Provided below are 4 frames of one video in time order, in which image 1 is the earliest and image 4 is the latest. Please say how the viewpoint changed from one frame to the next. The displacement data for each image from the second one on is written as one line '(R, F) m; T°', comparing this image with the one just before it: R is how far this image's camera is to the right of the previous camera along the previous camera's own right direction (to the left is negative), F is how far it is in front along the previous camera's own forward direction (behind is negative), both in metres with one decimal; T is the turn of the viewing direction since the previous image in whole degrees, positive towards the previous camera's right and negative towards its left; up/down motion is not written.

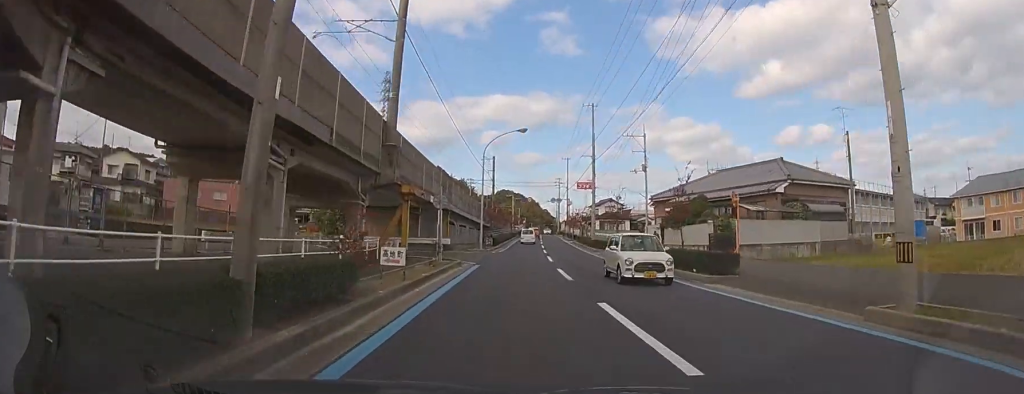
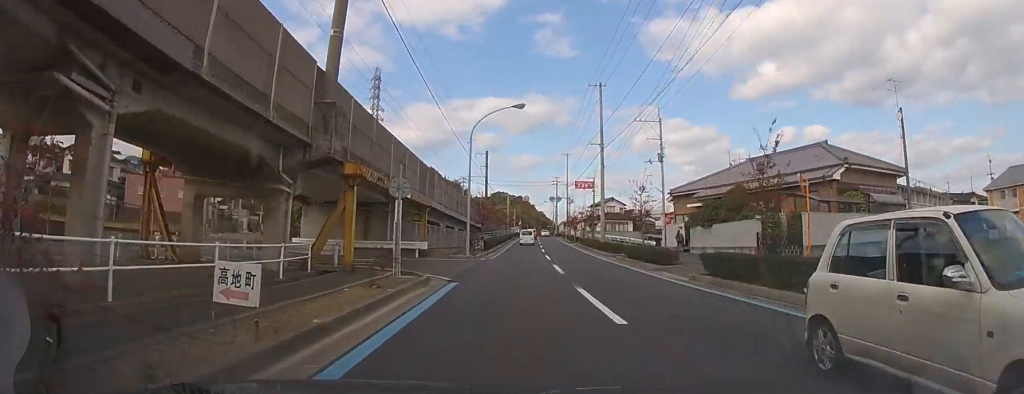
(0.0, +7.1) m; +1°
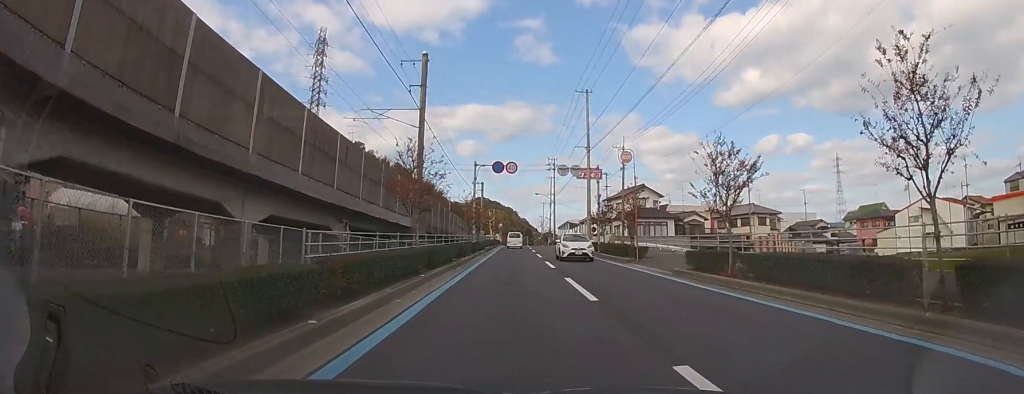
(+0.9, +37.9) m; +2°
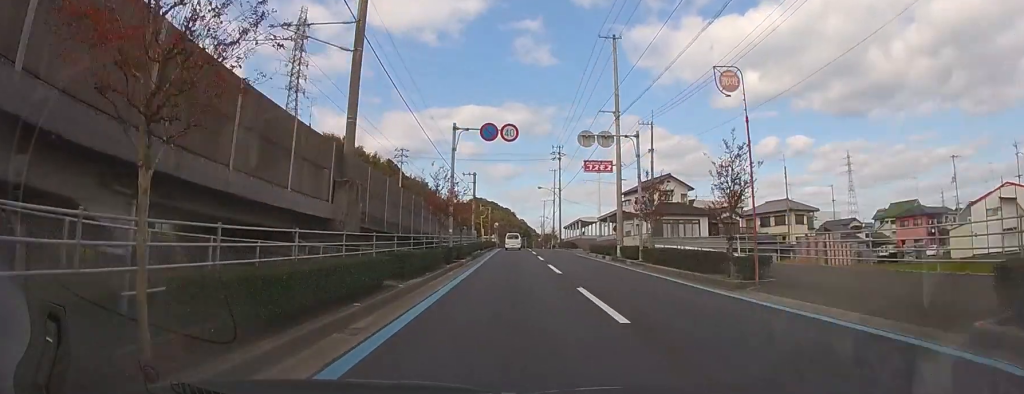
(0.0, +12.2) m; 0°
